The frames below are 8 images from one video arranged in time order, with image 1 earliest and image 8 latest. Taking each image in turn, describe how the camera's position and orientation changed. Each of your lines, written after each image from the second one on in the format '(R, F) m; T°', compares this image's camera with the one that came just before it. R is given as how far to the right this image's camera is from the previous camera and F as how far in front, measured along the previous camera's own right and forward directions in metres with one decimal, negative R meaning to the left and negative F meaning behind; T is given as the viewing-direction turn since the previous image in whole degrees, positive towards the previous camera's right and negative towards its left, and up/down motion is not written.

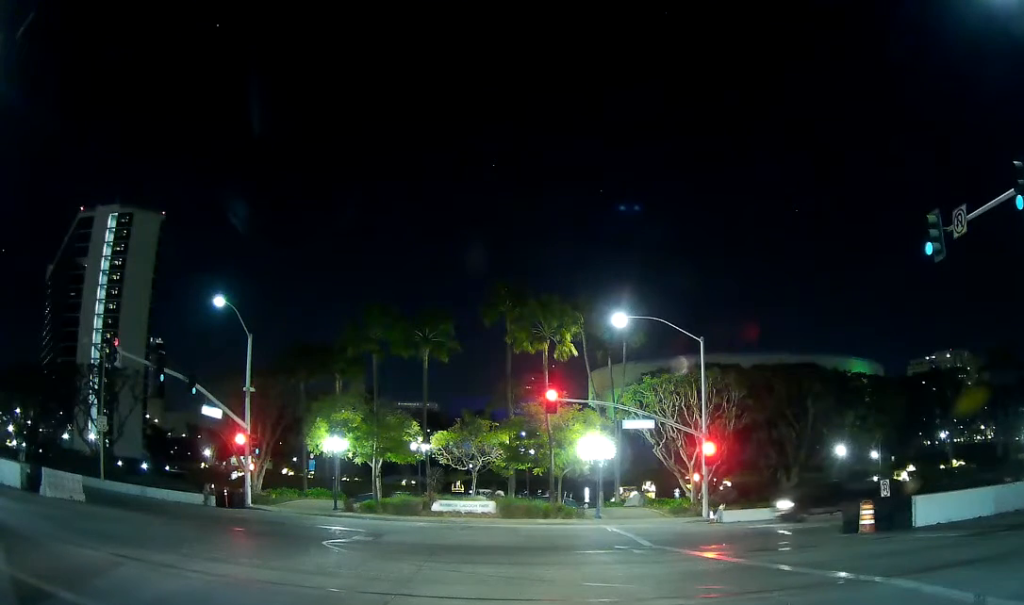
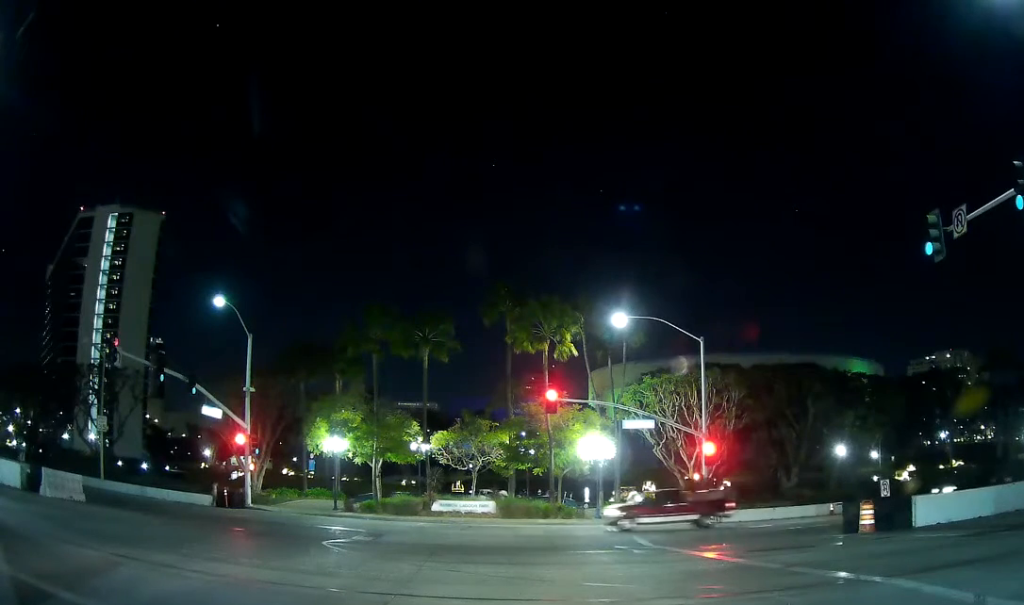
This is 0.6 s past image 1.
(0.0, 0.0) m; 0°
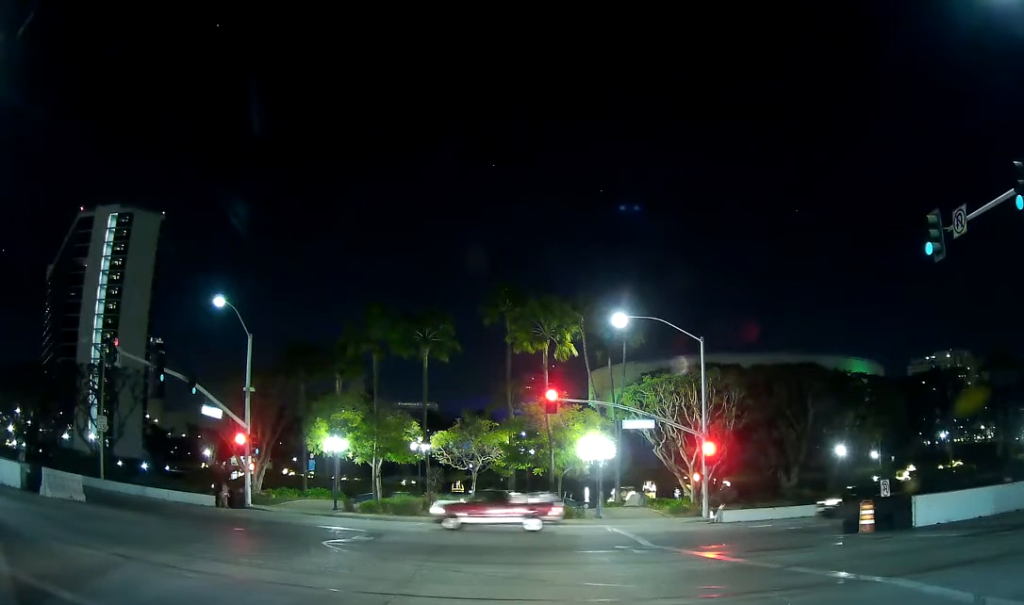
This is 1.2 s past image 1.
(0.0, 0.0) m; 0°
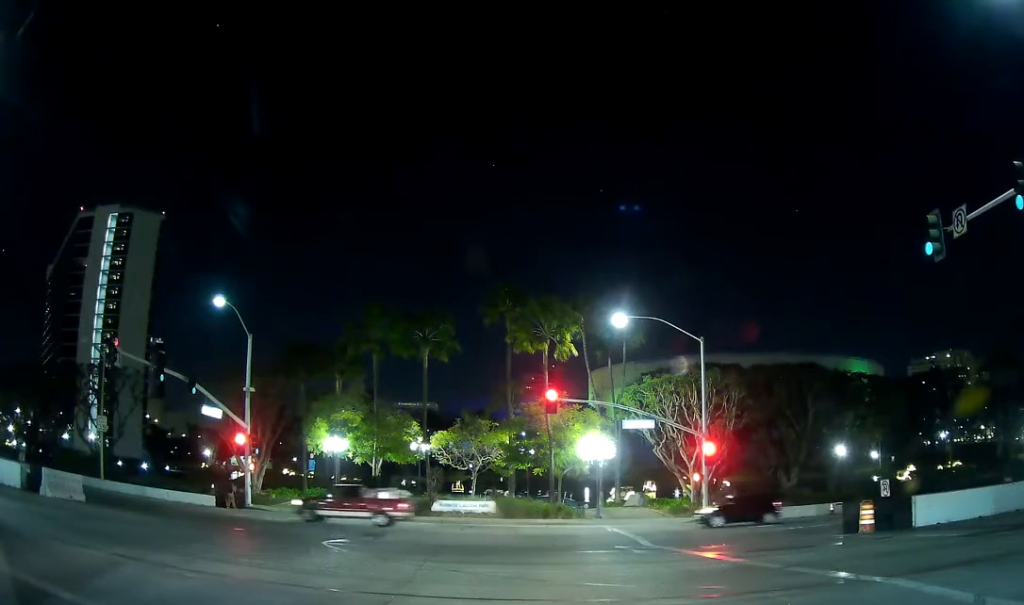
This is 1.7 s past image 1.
(0.0, 0.0) m; 0°
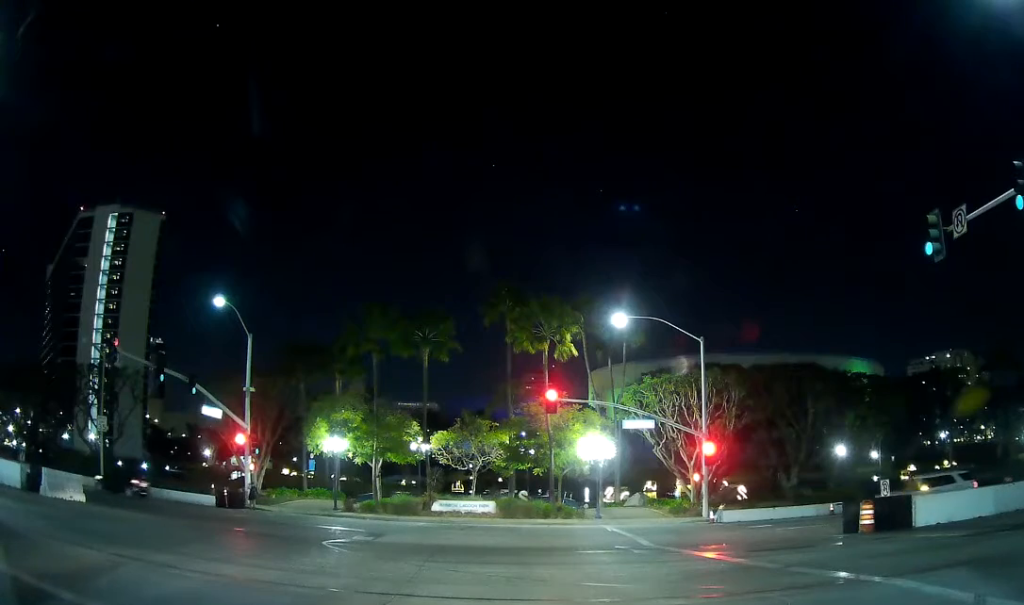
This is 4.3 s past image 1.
(0.0, 0.0) m; 0°
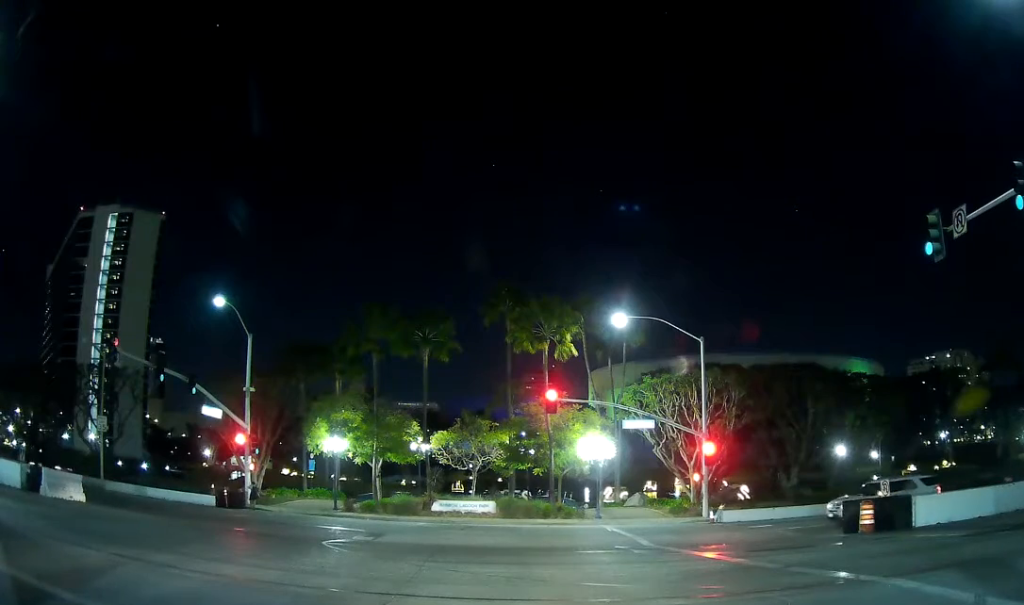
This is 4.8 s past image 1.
(0.0, 0.0) m; 0°
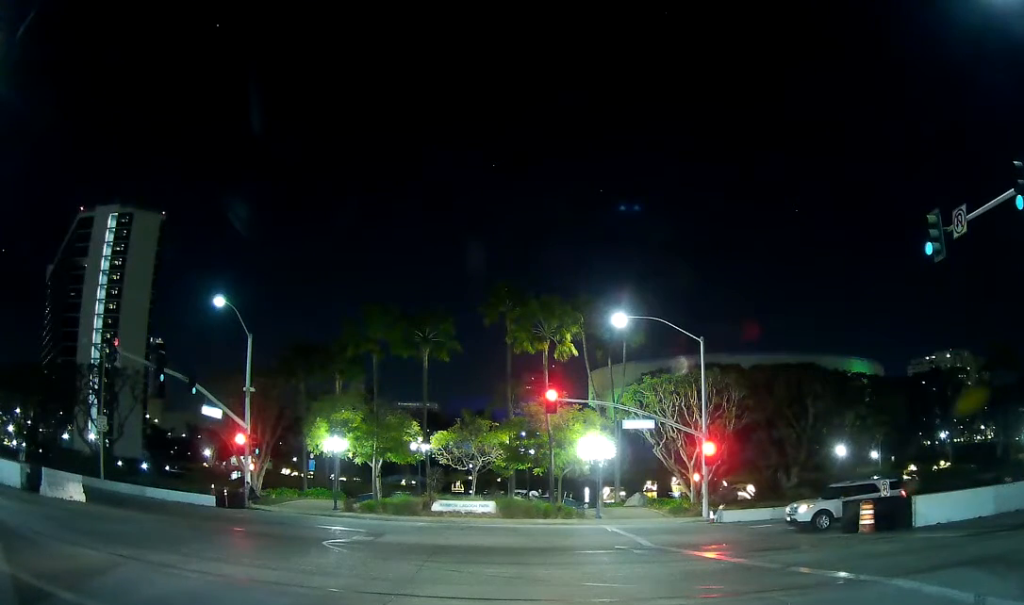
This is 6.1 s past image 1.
(0.0, 0.0) m; 0°
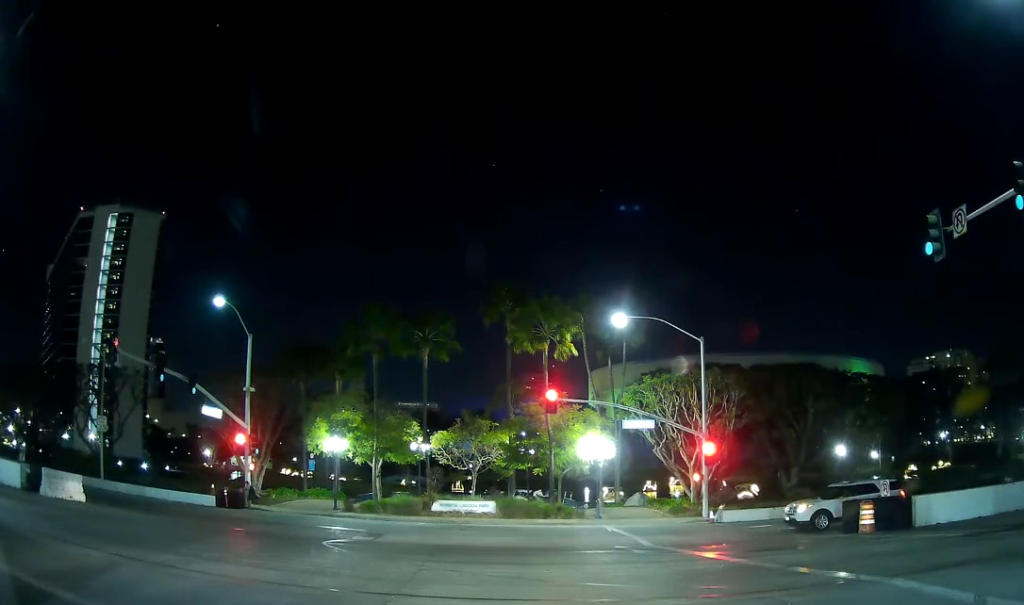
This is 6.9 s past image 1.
(0.0, 0.0) m; 0°
